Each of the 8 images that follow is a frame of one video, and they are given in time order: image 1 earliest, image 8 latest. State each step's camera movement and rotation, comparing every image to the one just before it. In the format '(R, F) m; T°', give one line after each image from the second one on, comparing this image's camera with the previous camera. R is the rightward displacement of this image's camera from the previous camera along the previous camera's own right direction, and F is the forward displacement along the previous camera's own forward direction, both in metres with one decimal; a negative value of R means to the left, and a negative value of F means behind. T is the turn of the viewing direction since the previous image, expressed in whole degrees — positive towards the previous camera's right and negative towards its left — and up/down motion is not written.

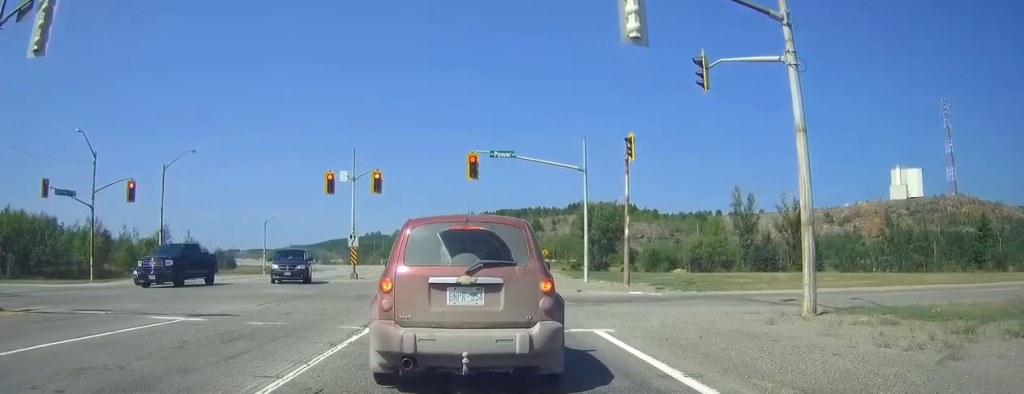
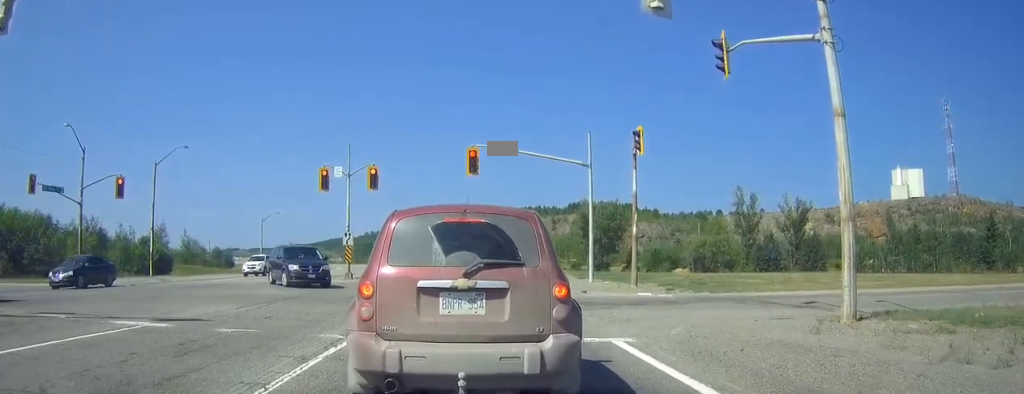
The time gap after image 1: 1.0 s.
(0.0, +2.2) m; -1°
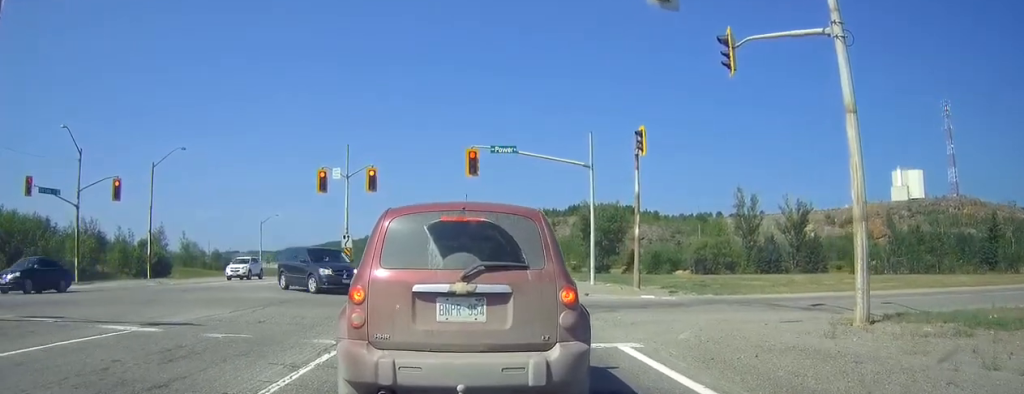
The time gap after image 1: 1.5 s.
(0.0, +0.8) m; 0°
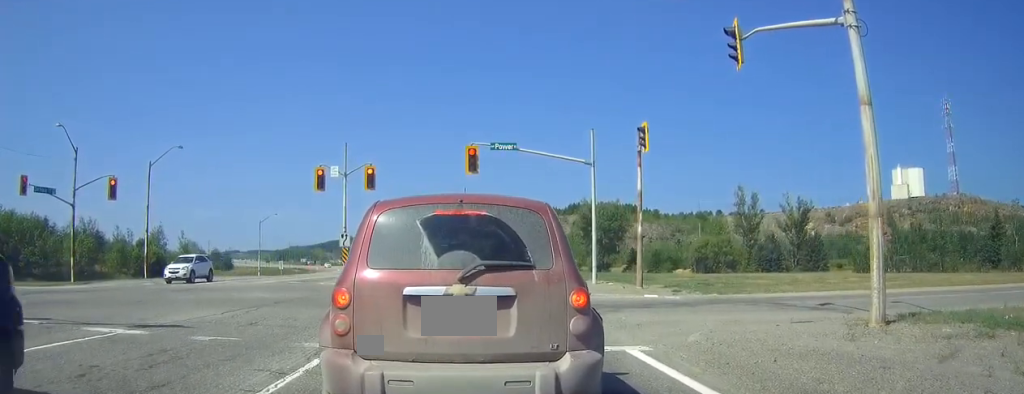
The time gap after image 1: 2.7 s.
(-0.1, +1.1) m; 0°
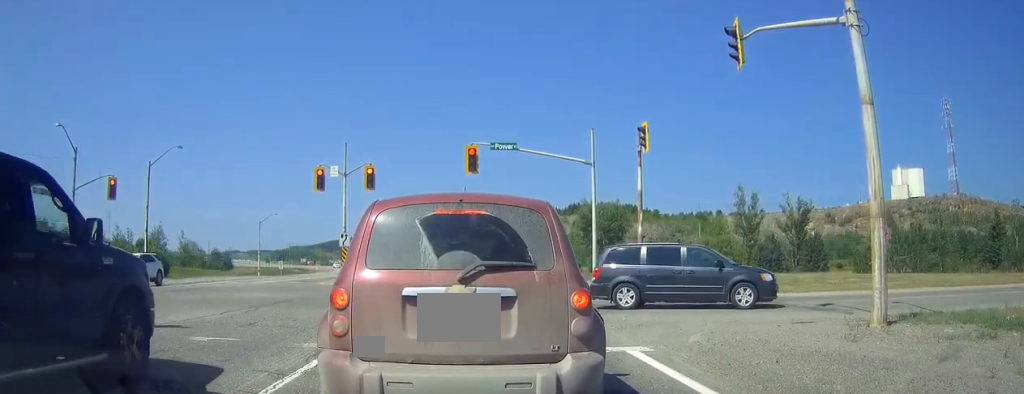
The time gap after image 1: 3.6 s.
(-0.2, 0.0) m; 0°
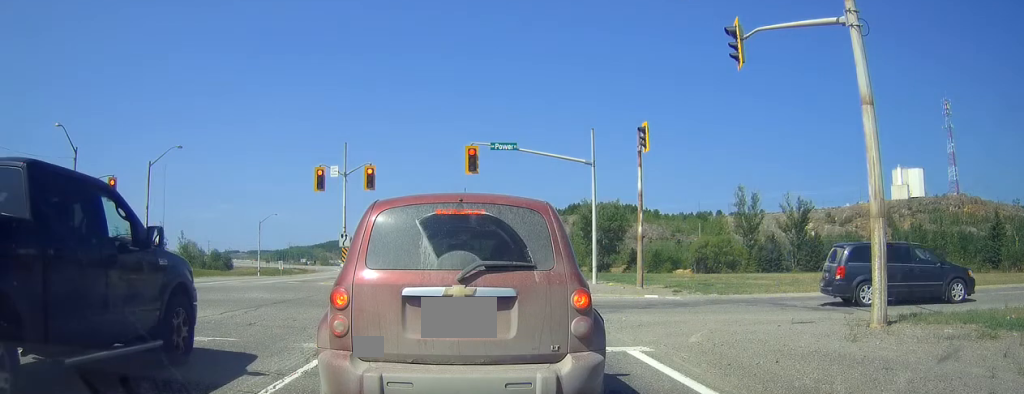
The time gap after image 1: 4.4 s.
(0.0, -0.2) m; 0°
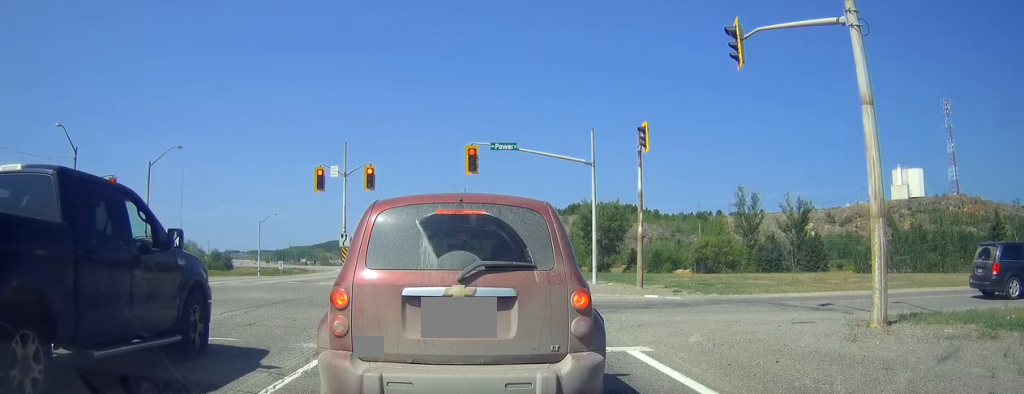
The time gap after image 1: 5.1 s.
(0.0, 0.0) m; 0°
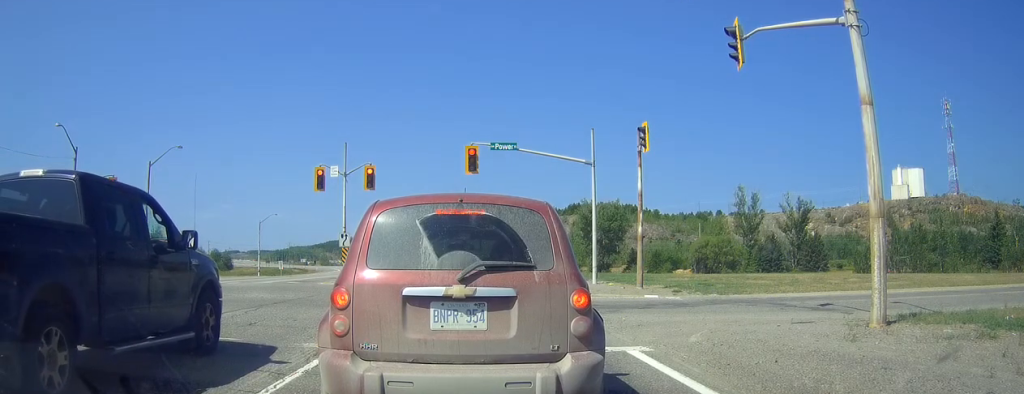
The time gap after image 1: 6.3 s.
(0.0, 0.0) m; 0°
